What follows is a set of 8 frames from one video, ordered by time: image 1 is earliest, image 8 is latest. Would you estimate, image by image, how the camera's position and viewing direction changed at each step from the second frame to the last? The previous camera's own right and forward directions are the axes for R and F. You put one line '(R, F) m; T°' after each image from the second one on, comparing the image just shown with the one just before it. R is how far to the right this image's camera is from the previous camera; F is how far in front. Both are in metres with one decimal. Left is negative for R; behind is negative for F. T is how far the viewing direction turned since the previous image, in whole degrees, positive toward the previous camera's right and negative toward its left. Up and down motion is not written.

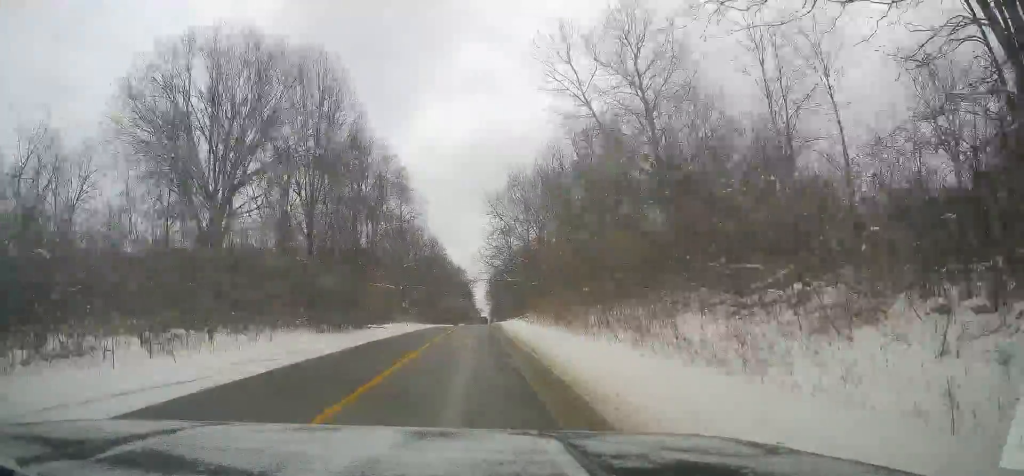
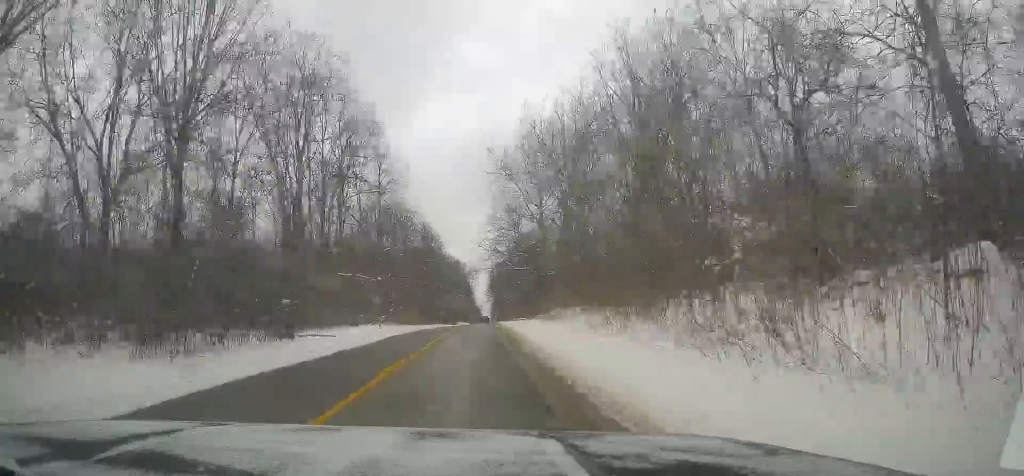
(0.0, +19.0) m; -1°
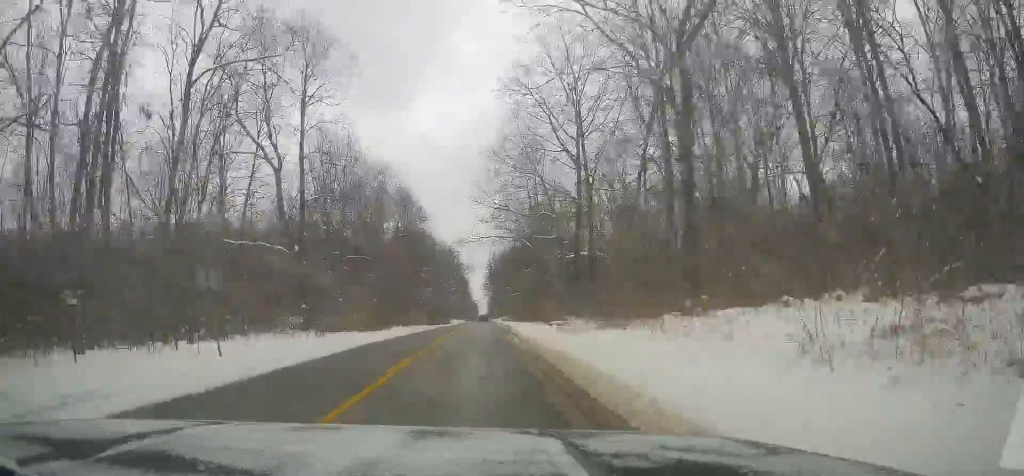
(-0.6, +29.9) m; 0°
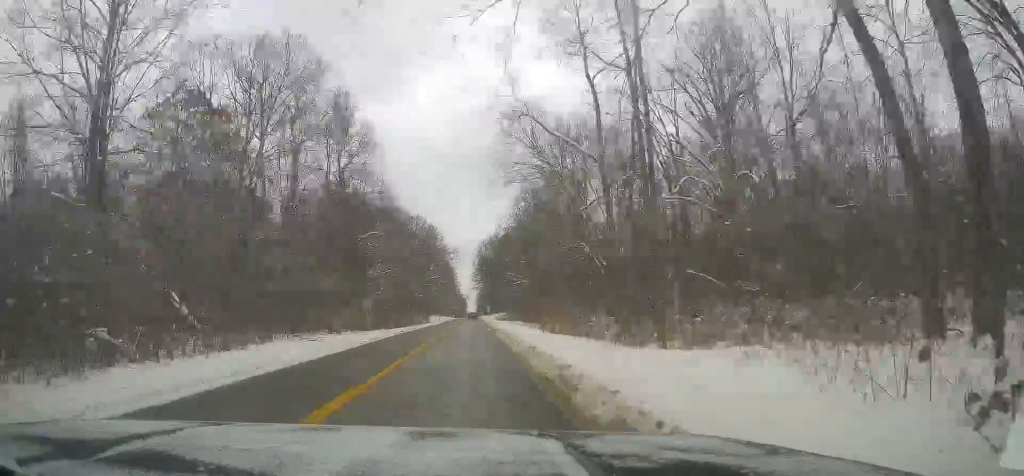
(+0.4, +37.4) m; 0°
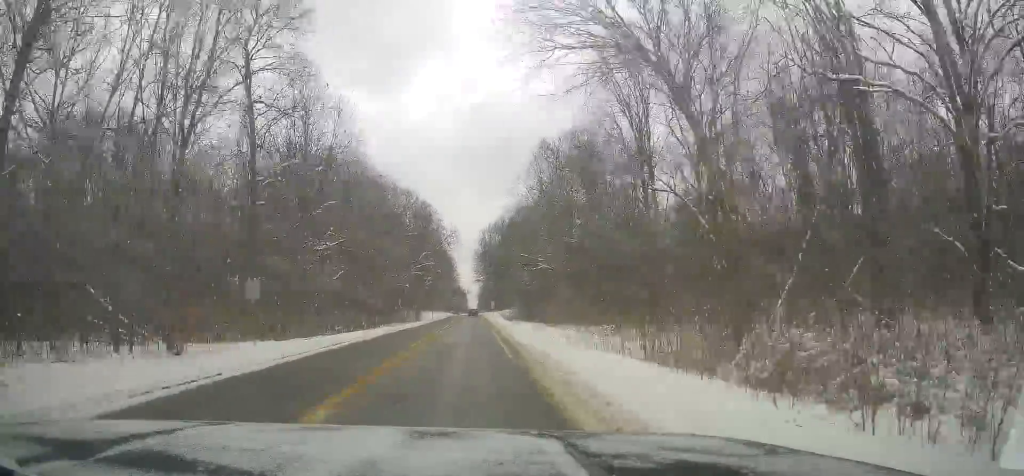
(-0.1, +24.1) m; +1°
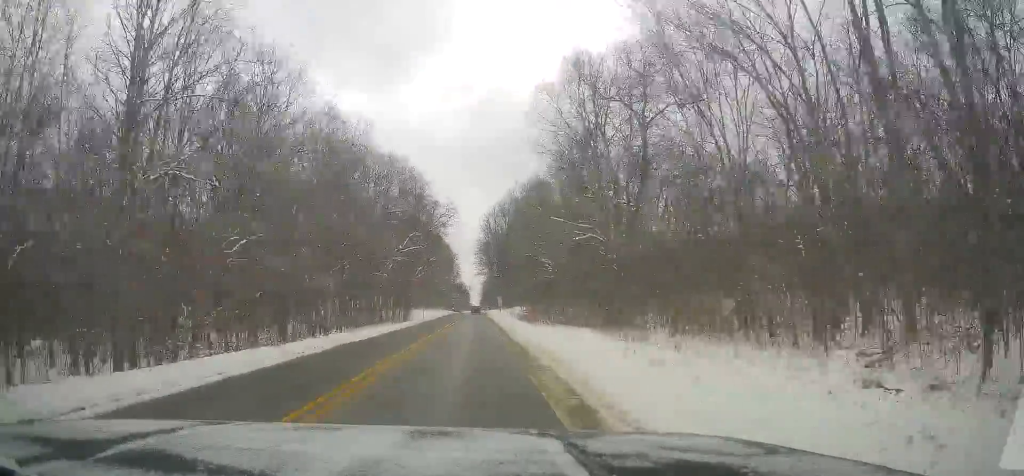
(+0.3, +23.1) m; +1°
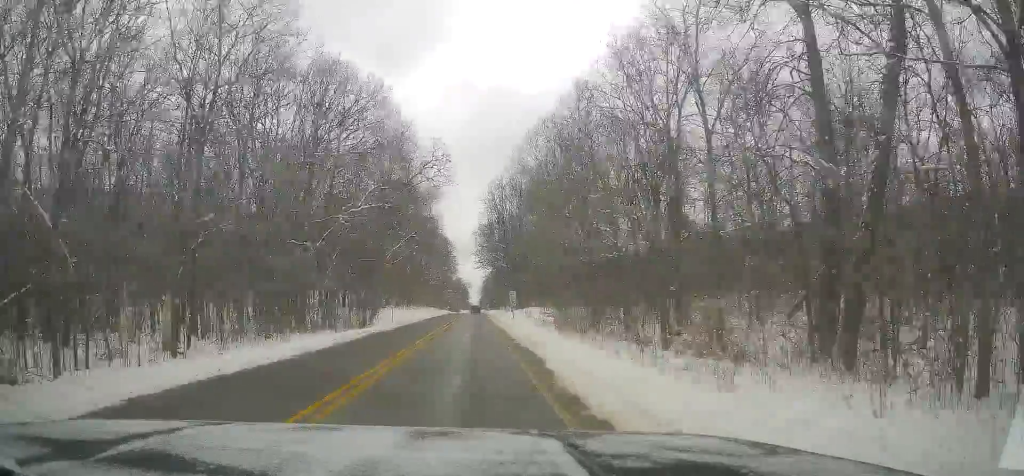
(+0.1, +30.9) m; -1°
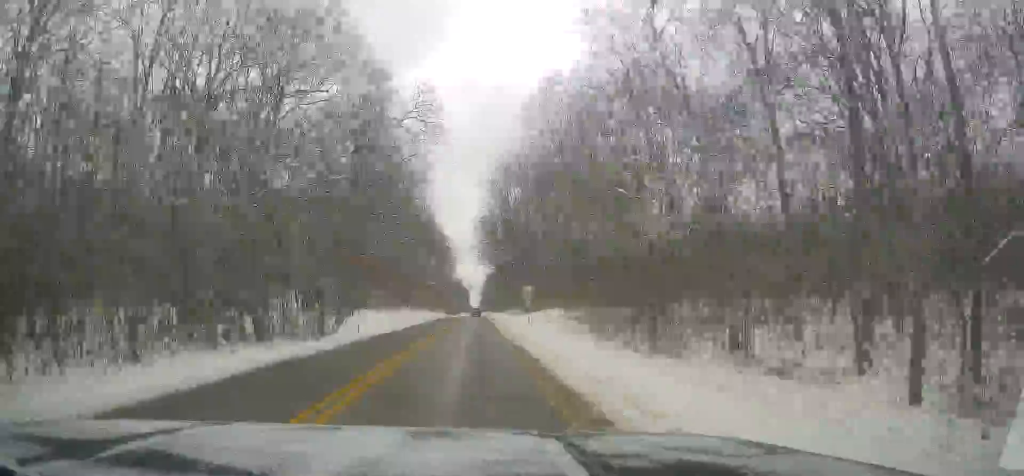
(-0.3, +16.2) m; 0°
